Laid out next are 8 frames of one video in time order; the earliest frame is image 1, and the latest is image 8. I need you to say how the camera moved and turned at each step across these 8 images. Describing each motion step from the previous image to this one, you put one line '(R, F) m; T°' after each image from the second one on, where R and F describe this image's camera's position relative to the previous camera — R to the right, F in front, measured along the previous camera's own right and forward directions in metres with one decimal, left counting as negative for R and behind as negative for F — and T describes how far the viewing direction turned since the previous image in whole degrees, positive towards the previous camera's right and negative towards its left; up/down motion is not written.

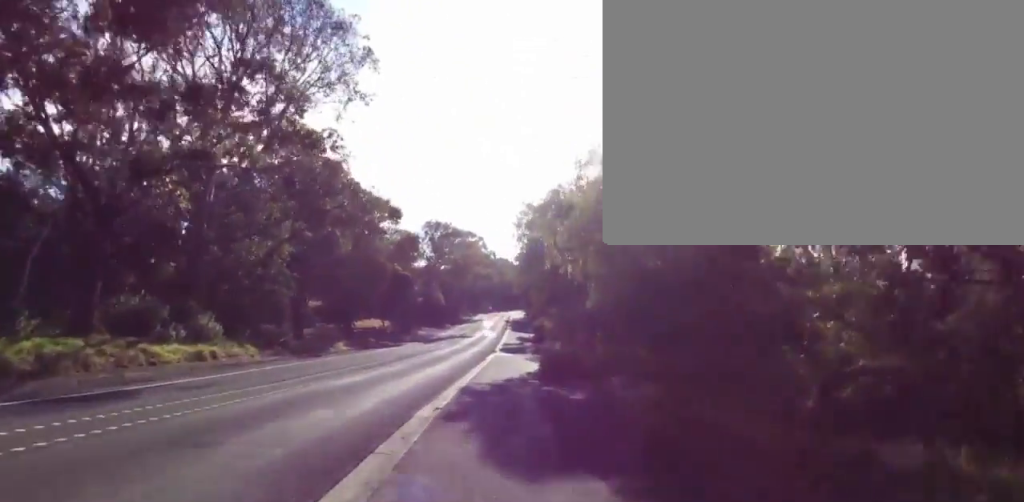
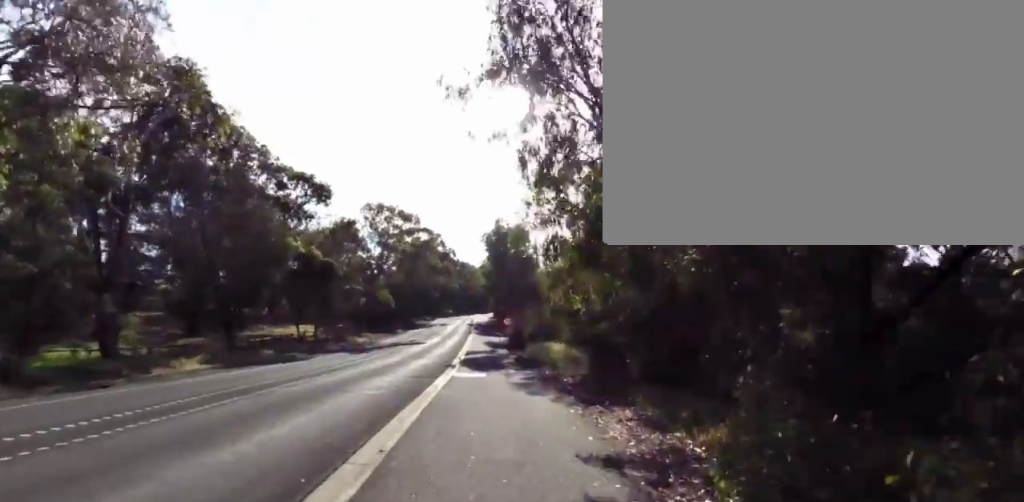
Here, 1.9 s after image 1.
(0.0, +14.9) m; 0°
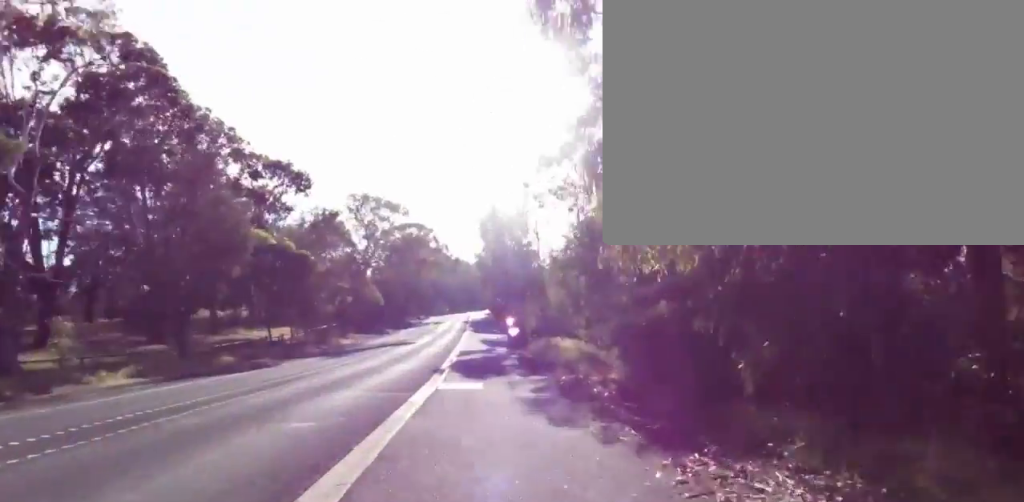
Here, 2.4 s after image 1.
(0.0, +4.5) m; 0°
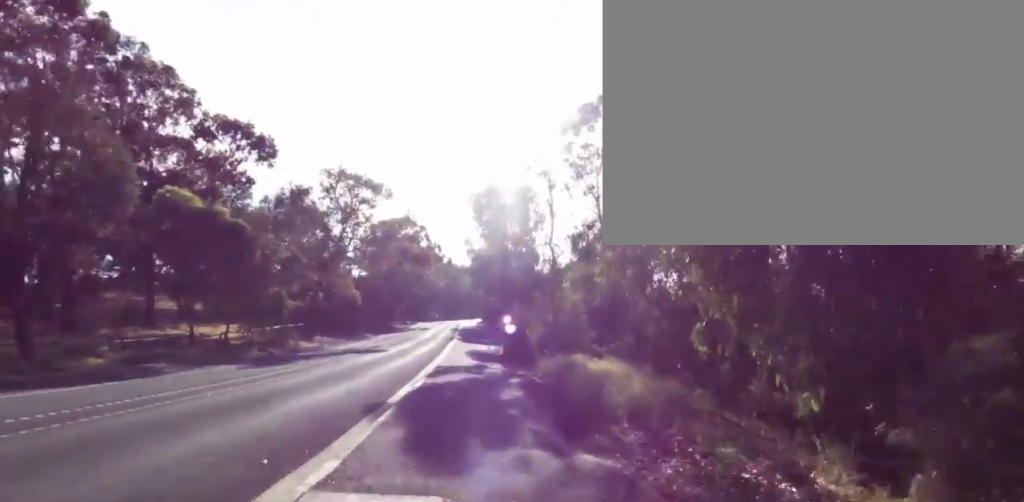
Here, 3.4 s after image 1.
(0.0, +8.7) m; 0°
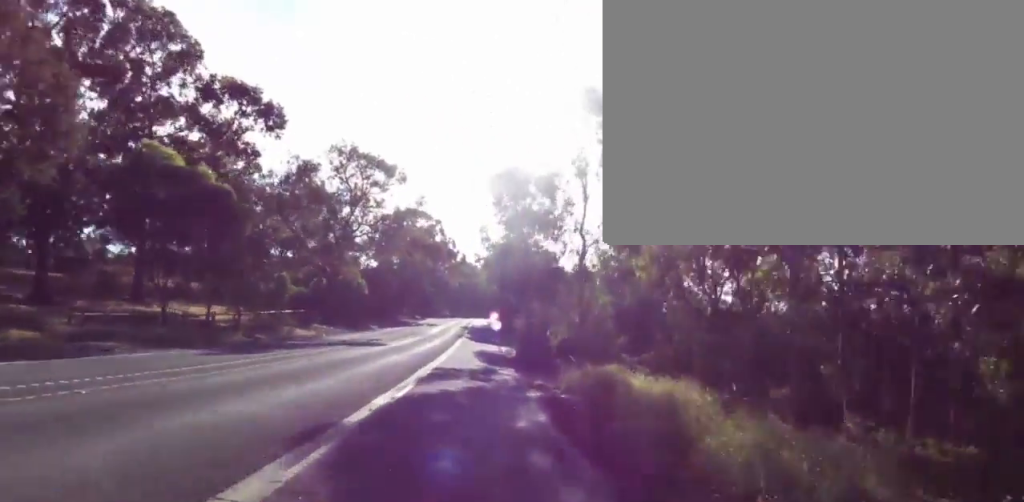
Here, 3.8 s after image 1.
(0.0, +3.8) m; 0°
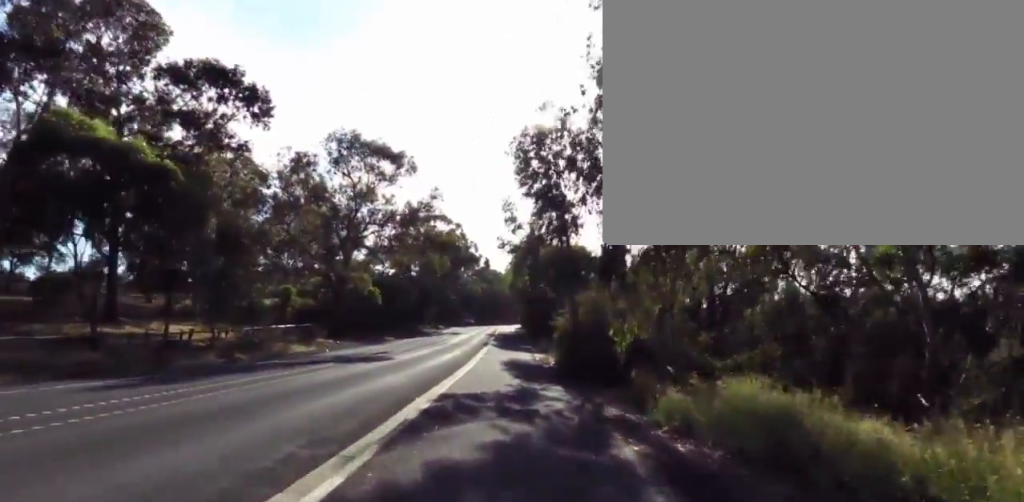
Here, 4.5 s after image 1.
(0.0, +6.2) m; 0°
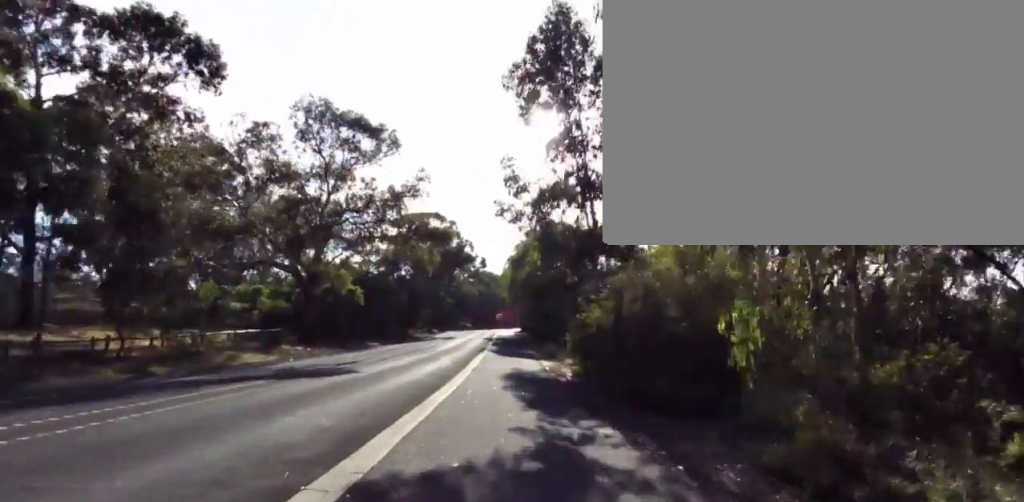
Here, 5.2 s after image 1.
(0.0, +6.3) m; 0°
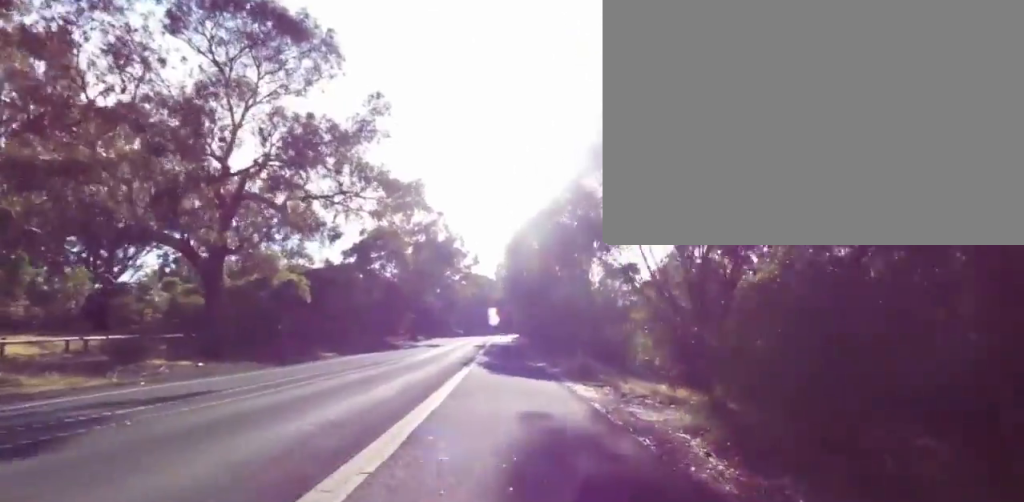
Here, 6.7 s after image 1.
(0.0, +13.0) m; 0°
